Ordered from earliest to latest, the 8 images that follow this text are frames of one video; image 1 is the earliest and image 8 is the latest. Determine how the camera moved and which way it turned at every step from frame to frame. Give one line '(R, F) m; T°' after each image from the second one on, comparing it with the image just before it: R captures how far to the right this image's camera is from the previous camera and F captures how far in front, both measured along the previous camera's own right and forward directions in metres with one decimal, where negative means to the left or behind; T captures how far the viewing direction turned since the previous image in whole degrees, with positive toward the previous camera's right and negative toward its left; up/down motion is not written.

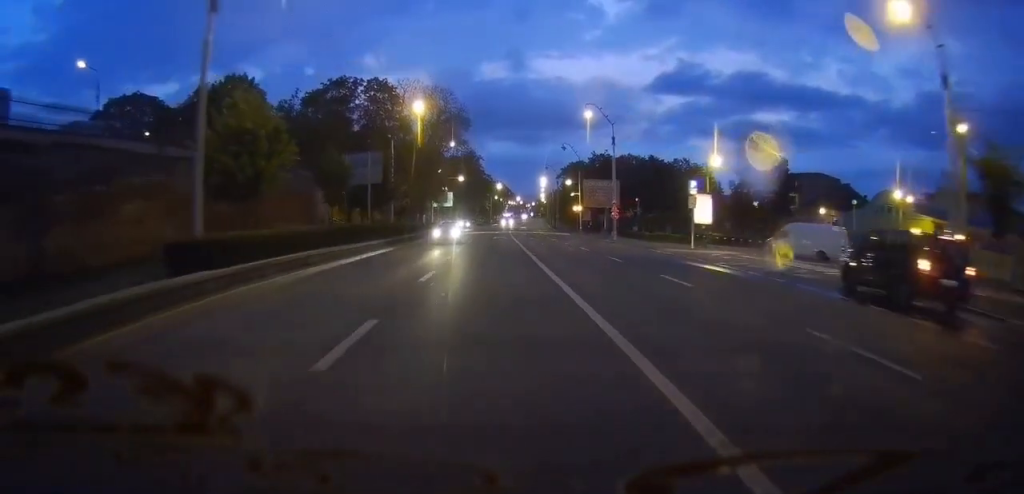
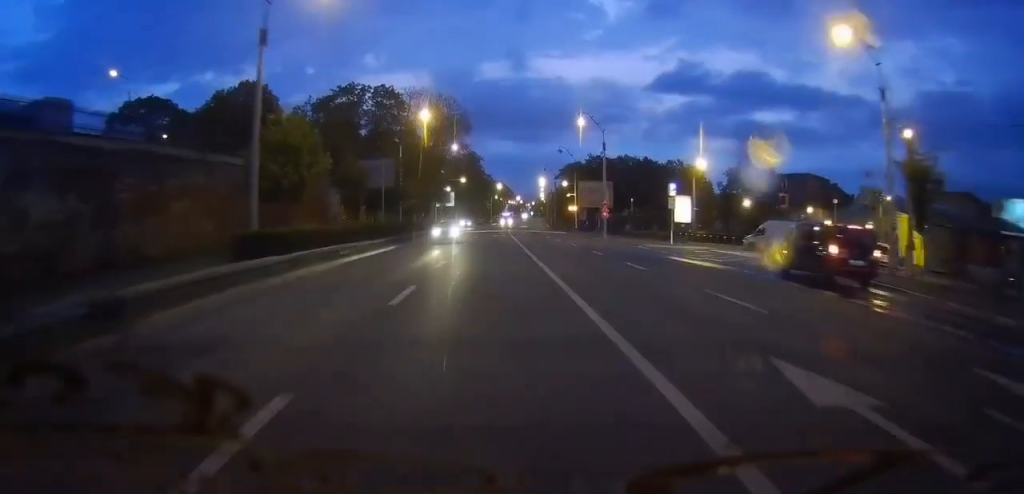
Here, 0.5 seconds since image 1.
(0.0, +4.8) m; 0°
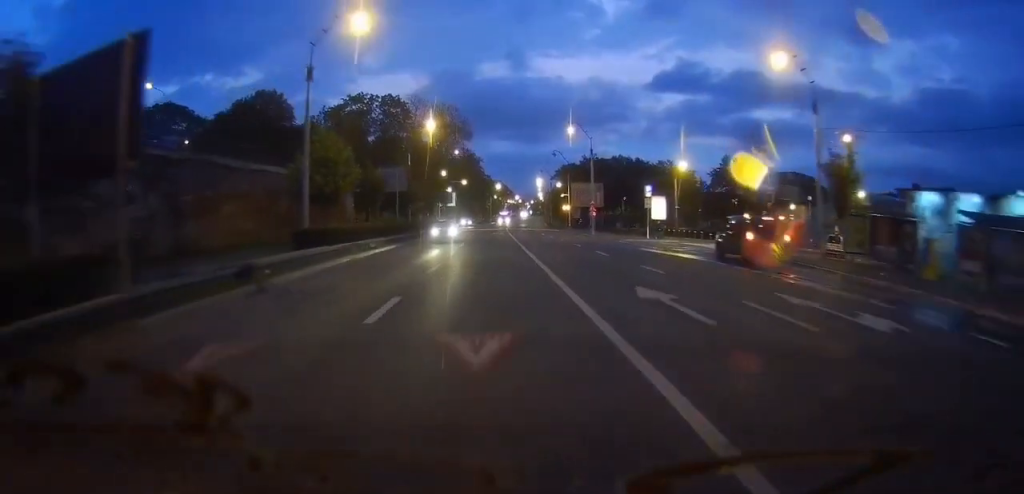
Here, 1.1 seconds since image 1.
(0.0, +6.9) m; 0°
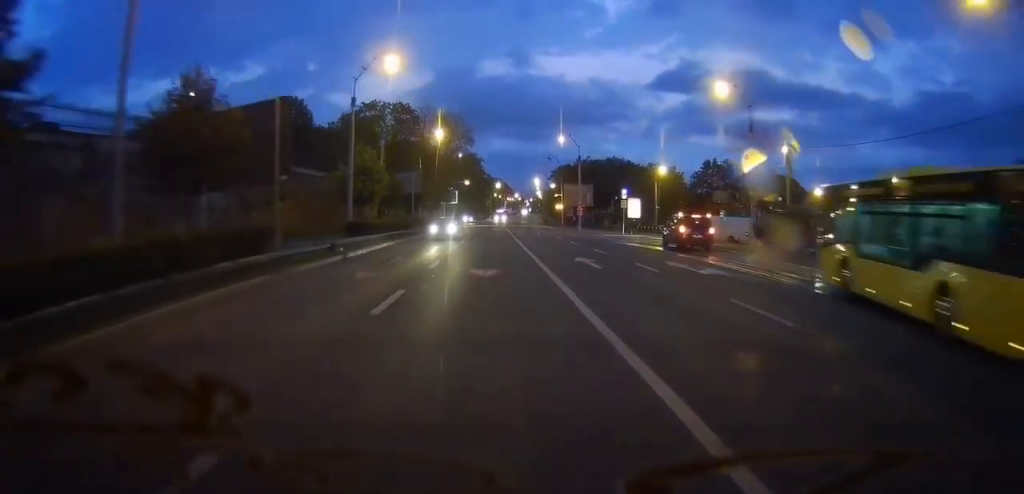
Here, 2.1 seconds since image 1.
(0.0, +9.6) m; 0°
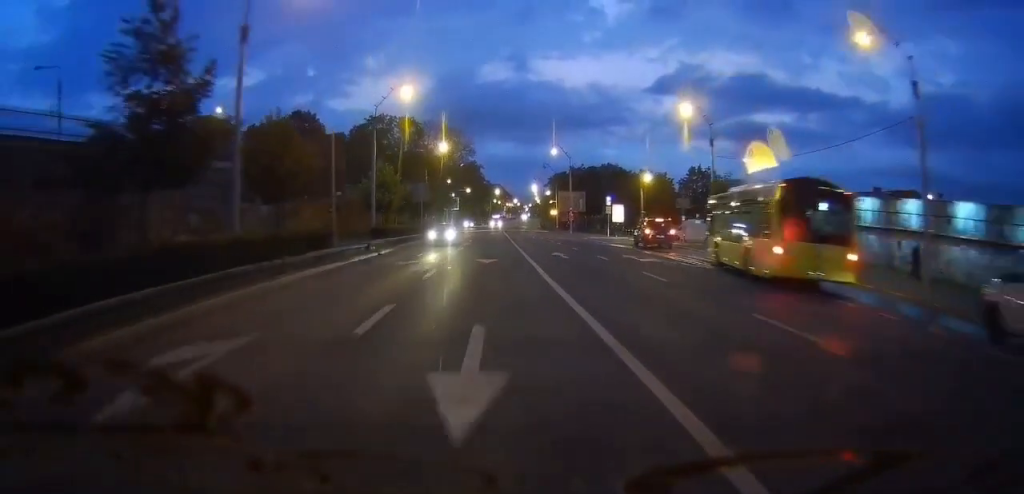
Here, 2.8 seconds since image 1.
(0.0, +7.9) m; 0°
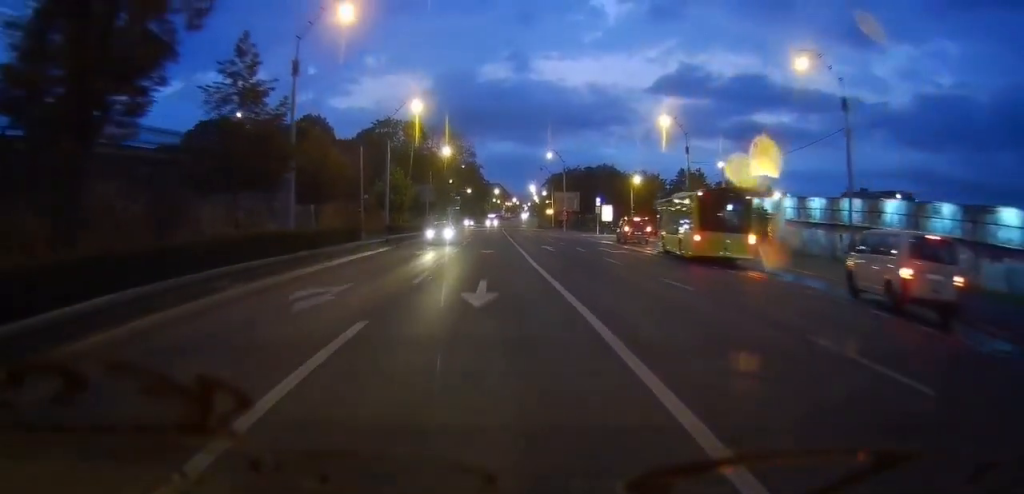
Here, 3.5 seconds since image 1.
(0.0, +6.4) m; -1°
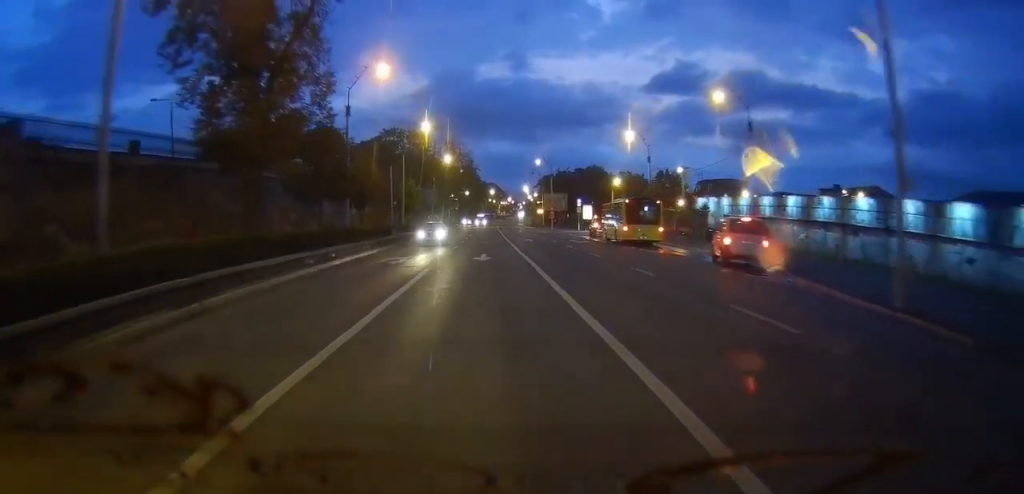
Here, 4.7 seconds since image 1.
(-0.2, +12.2) m; -2°
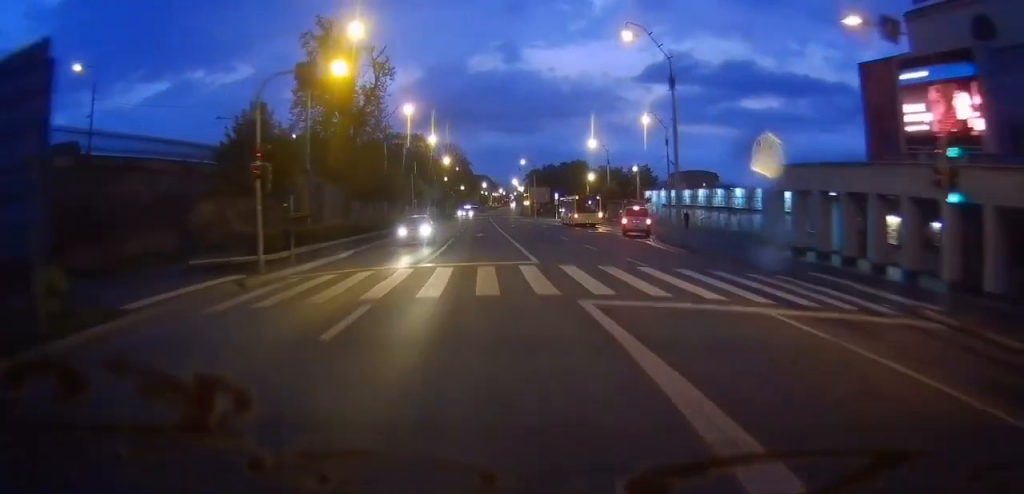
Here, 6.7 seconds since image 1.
(-0.1, +18.2) m; 0°
